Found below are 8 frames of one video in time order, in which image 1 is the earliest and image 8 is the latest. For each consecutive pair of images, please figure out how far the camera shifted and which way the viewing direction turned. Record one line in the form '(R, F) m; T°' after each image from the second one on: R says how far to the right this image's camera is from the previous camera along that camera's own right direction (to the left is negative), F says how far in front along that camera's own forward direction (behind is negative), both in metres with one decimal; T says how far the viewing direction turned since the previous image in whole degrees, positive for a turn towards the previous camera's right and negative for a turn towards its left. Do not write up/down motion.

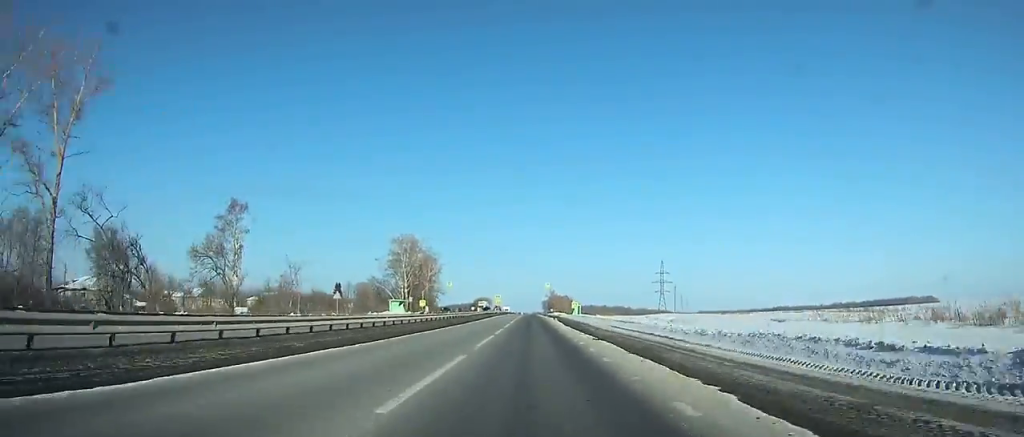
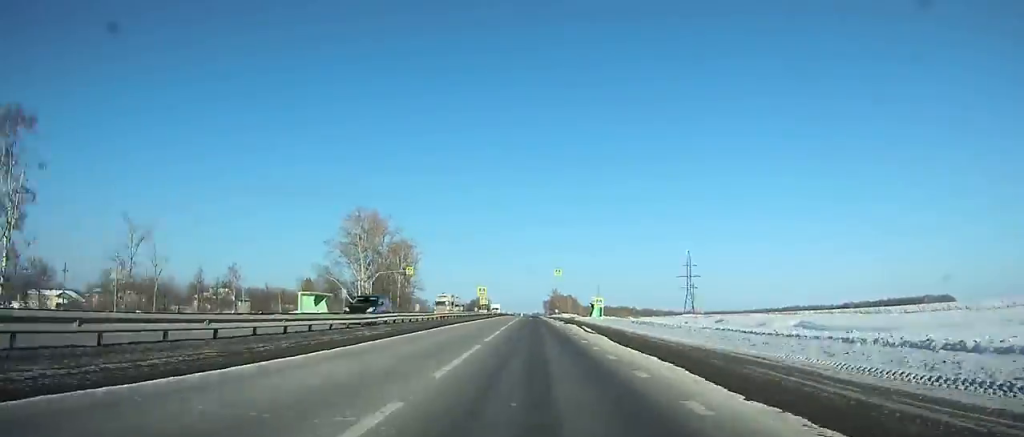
(0.0, +44.1) m; 0°
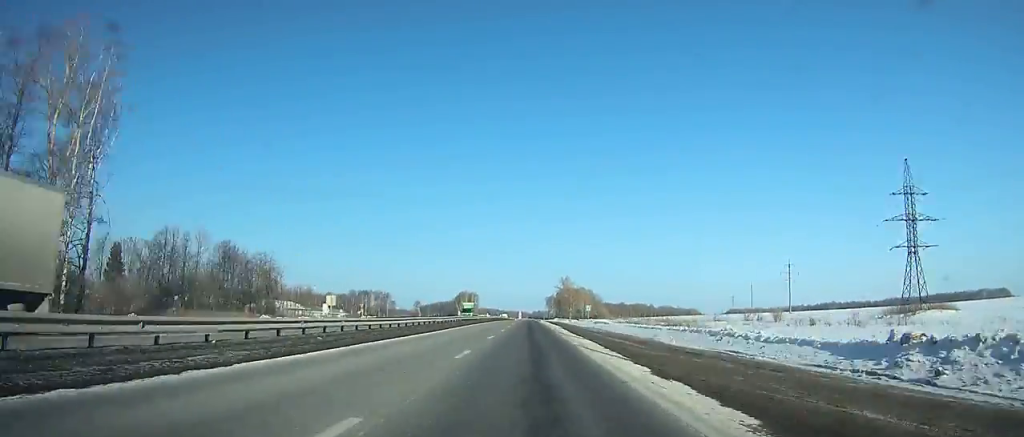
(+0.1, +136.4) m; 0°
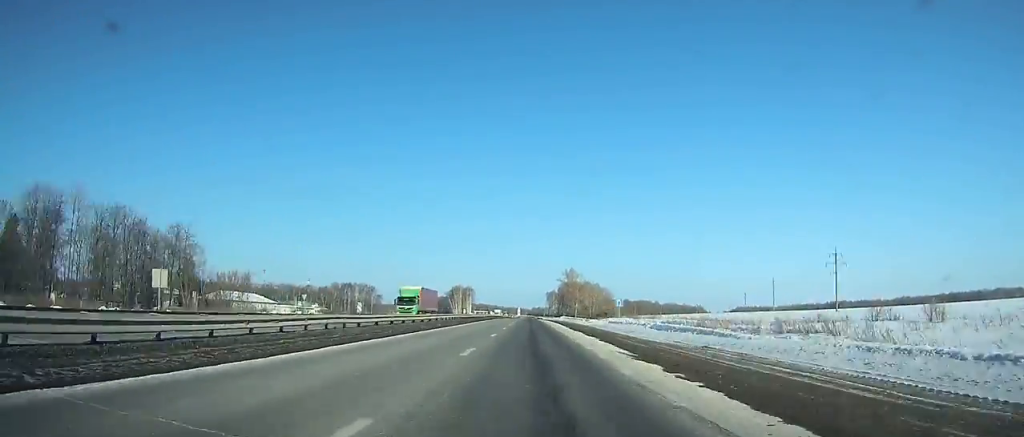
(0.0, +35.9) m; 0°
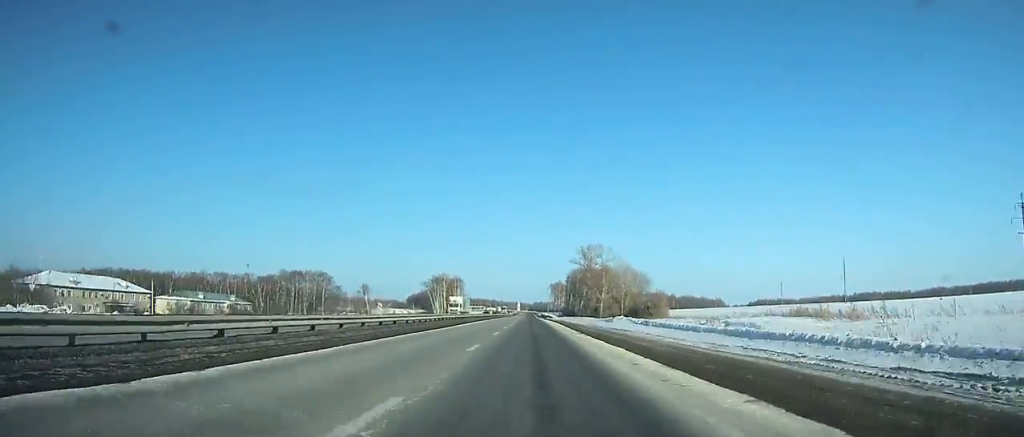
(0.0, +82.2) m; 0°
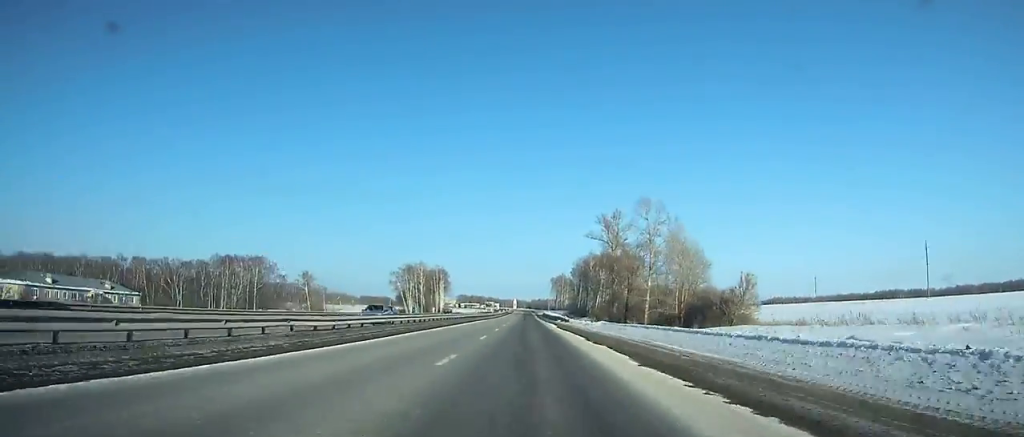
(-0.1, +64.5) m; 0°
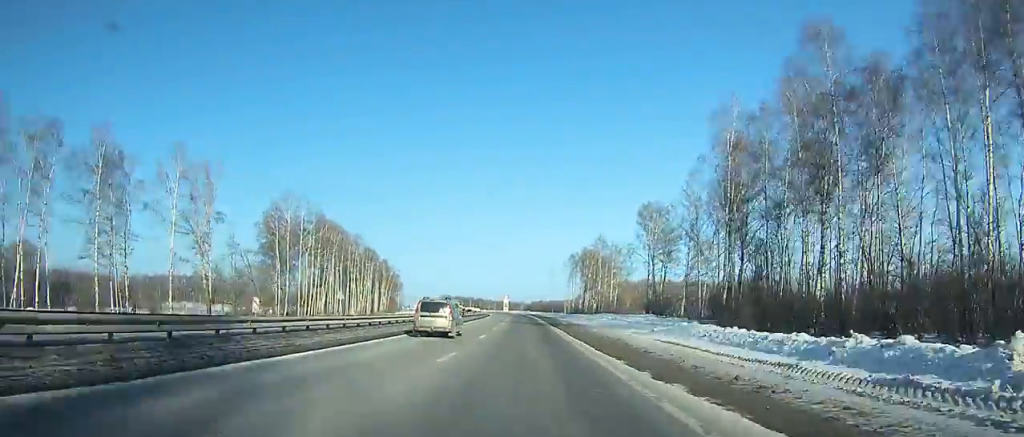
(-0.1, +190.3) m; -1°
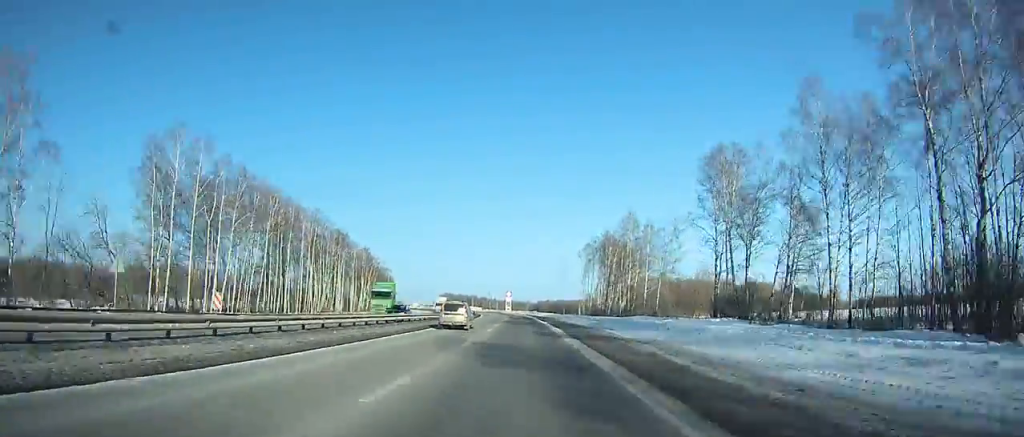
(-0.2, +41.9) m; -1°
